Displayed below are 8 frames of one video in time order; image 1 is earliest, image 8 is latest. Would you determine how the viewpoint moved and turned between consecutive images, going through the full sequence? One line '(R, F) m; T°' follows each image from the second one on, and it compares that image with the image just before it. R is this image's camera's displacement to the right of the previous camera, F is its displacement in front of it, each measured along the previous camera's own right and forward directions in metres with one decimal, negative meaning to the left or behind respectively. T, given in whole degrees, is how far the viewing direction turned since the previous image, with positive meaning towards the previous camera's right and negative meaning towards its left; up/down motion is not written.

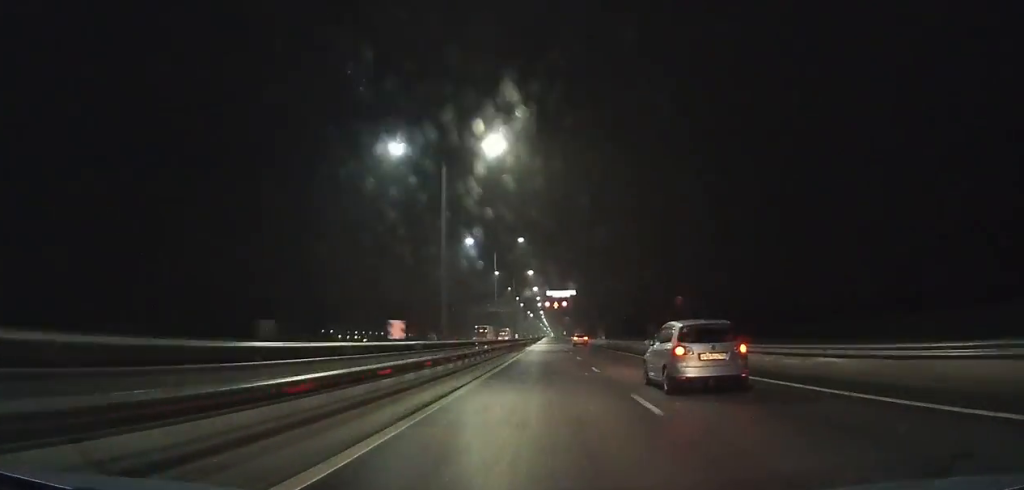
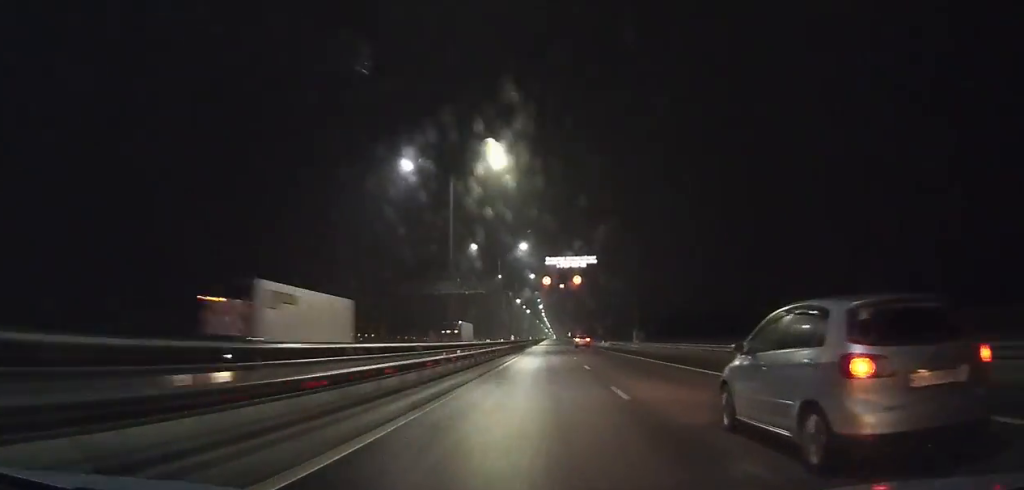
(0.0, +58.2) m; 0°
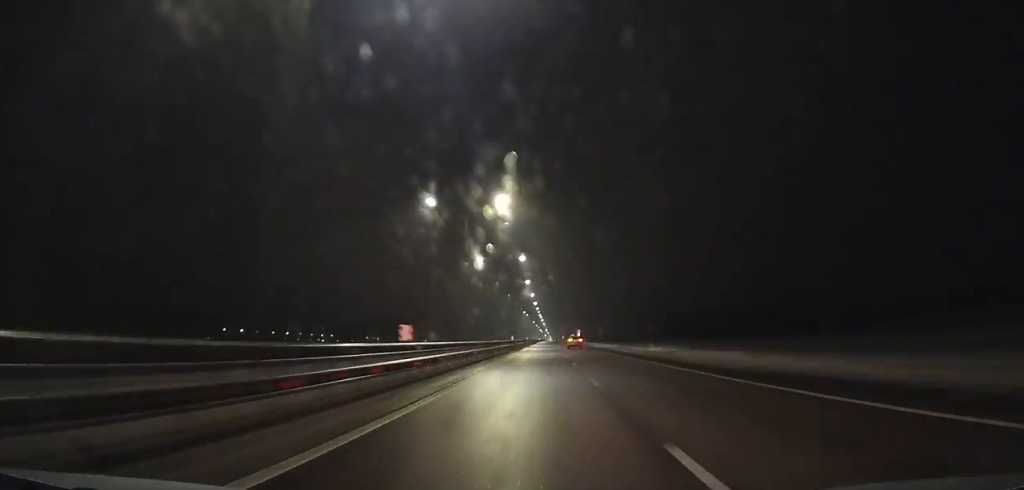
(+0.7, +140.3) m; +1°
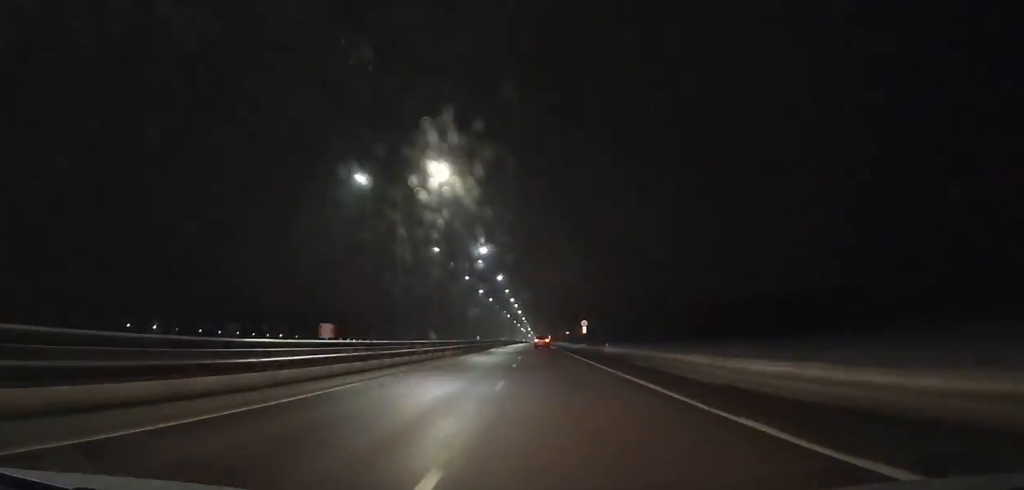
(+0.5, +96.4) m; 0°
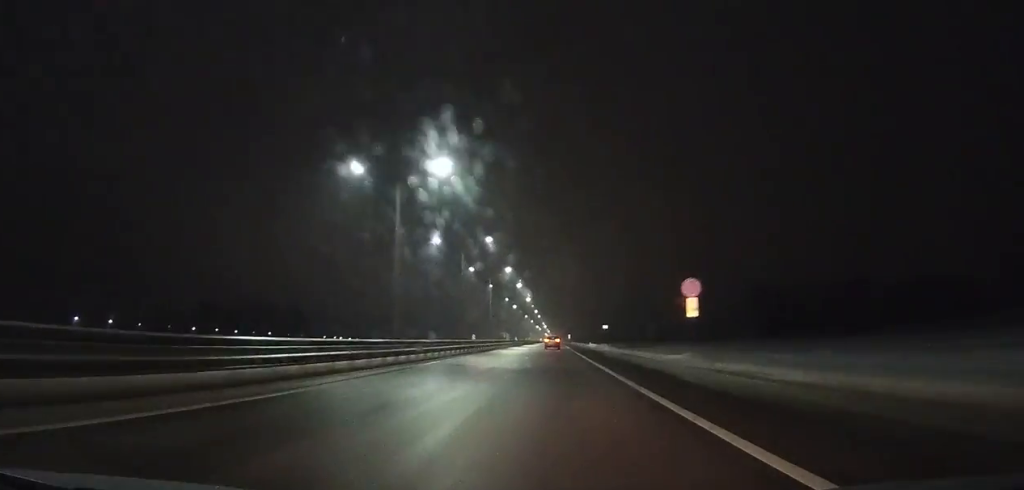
(-0.2, +61.3) m; 0°
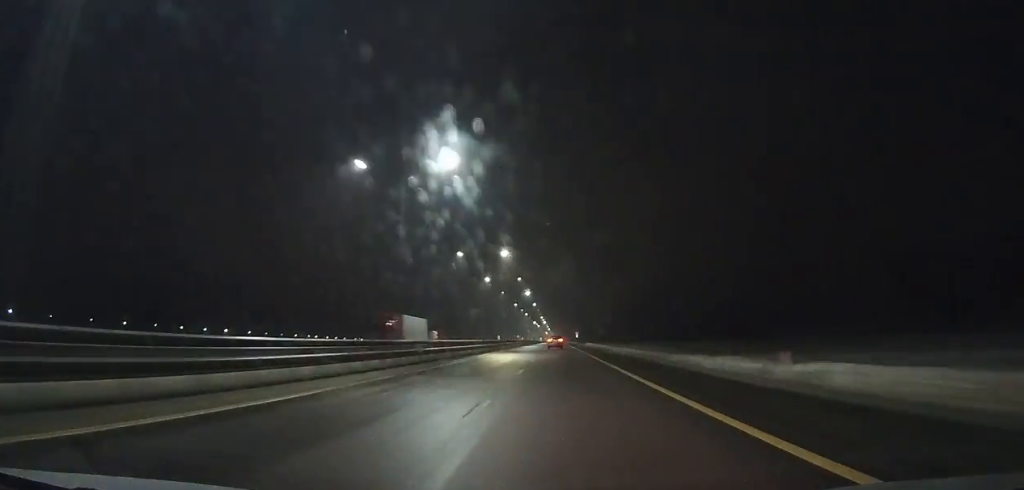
(-0.3, +75.6) m; 0°
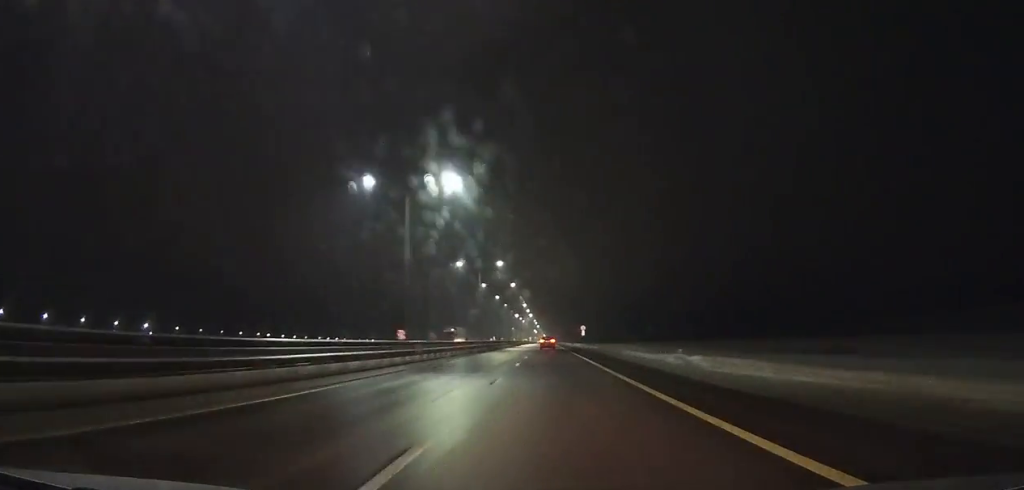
(+0.4, +90.4) m; 0°
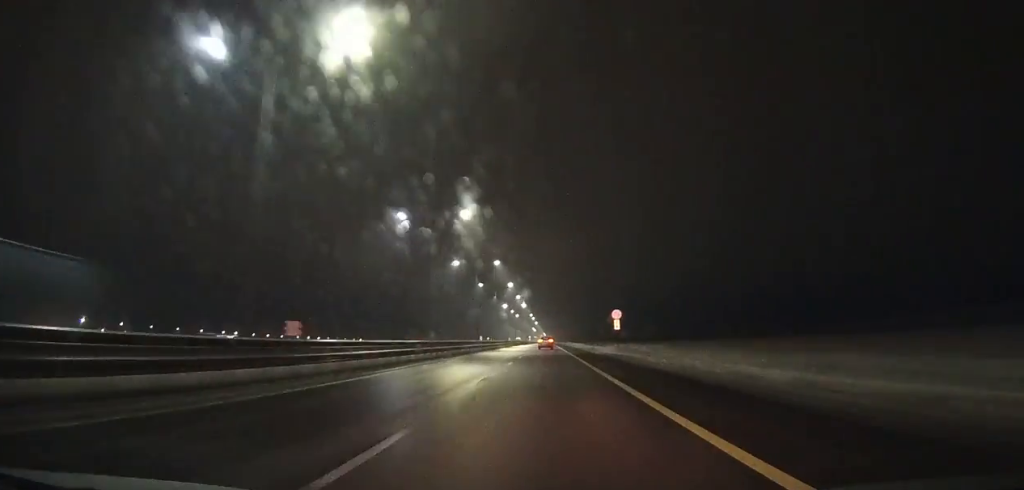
(0.0, +58.6) m; 0°
